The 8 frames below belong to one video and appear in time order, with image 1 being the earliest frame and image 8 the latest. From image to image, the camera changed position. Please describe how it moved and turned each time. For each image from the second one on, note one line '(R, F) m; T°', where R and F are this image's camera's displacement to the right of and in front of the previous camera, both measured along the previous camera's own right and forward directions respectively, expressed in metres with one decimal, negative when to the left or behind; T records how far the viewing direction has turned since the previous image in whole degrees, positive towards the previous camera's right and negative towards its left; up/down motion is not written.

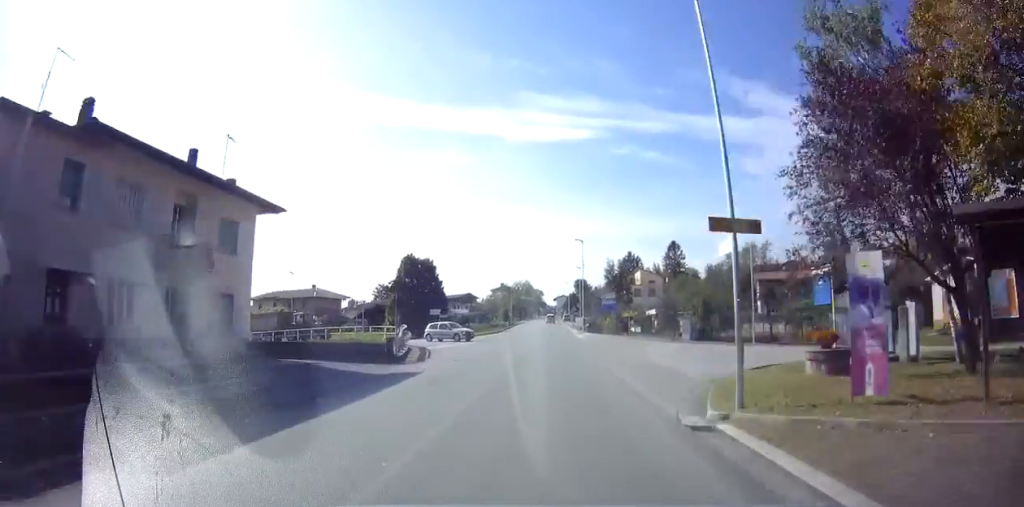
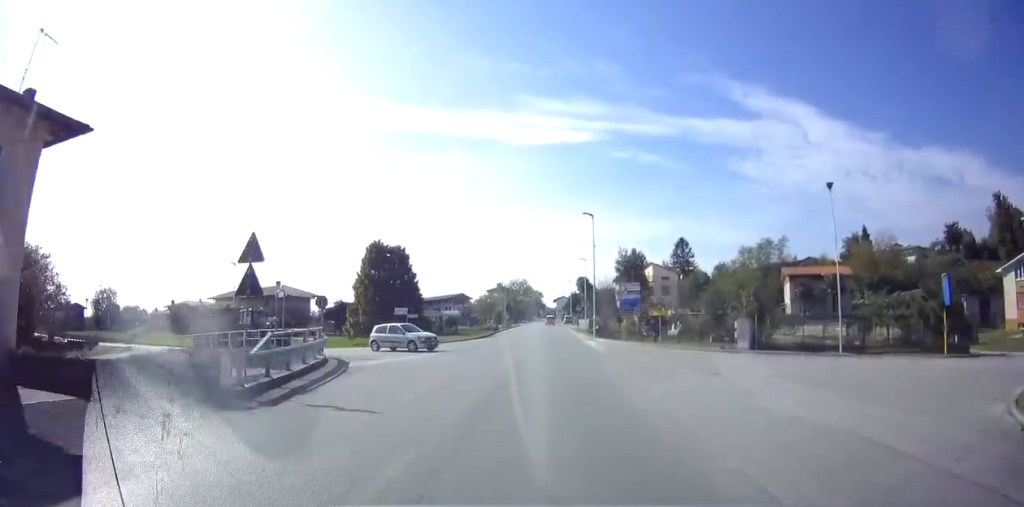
(0.0, +12.2) m; 0°
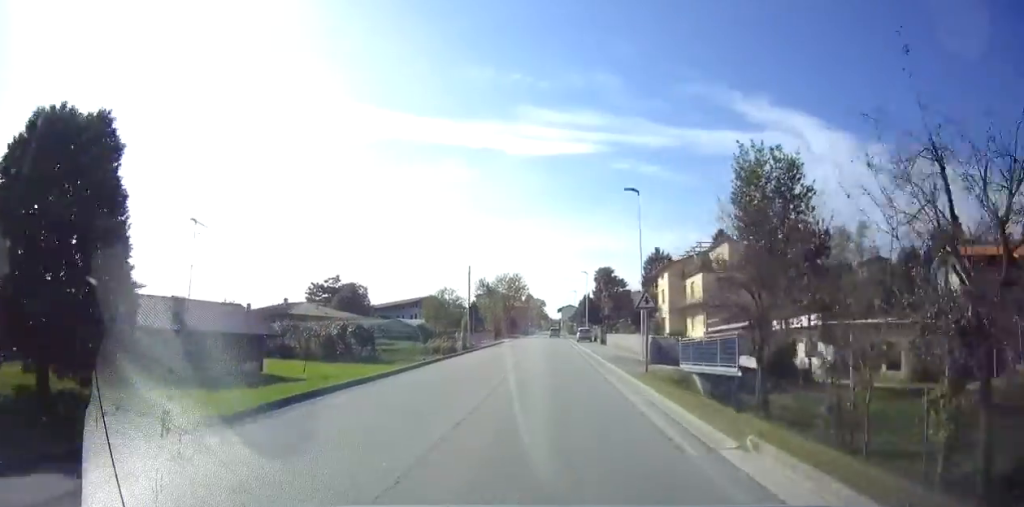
(0.0, +38.8) m; 0°
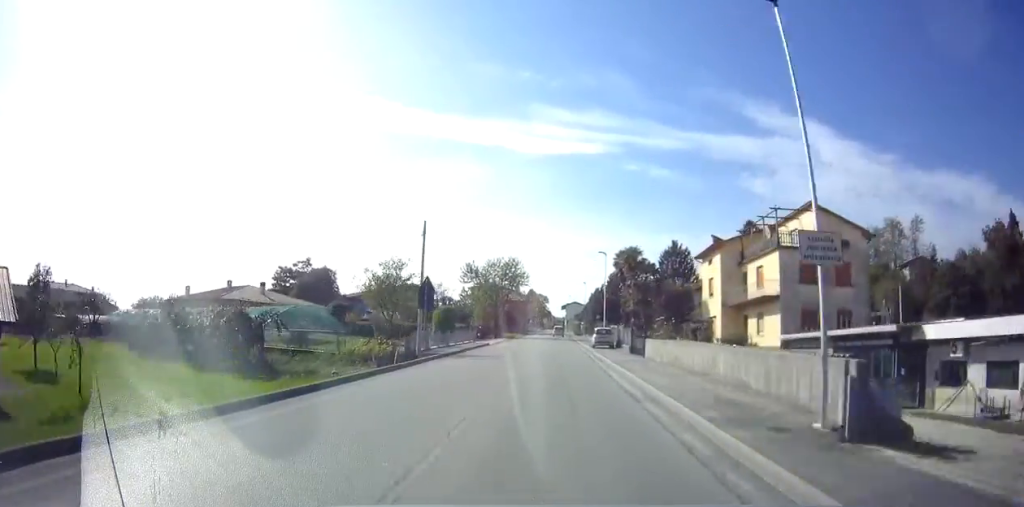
(-0.2, +17.1) m; -1°
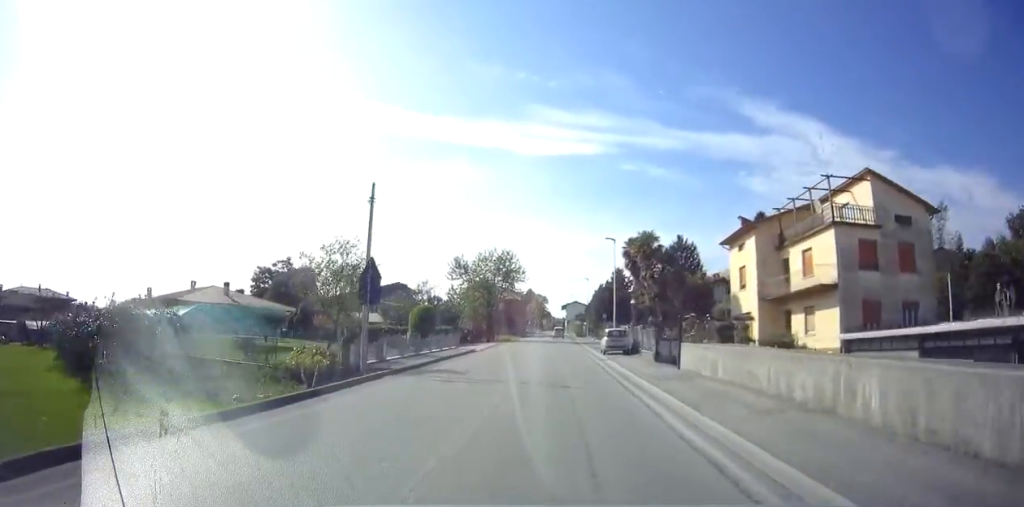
(-0.2, +7.7) m; 0°
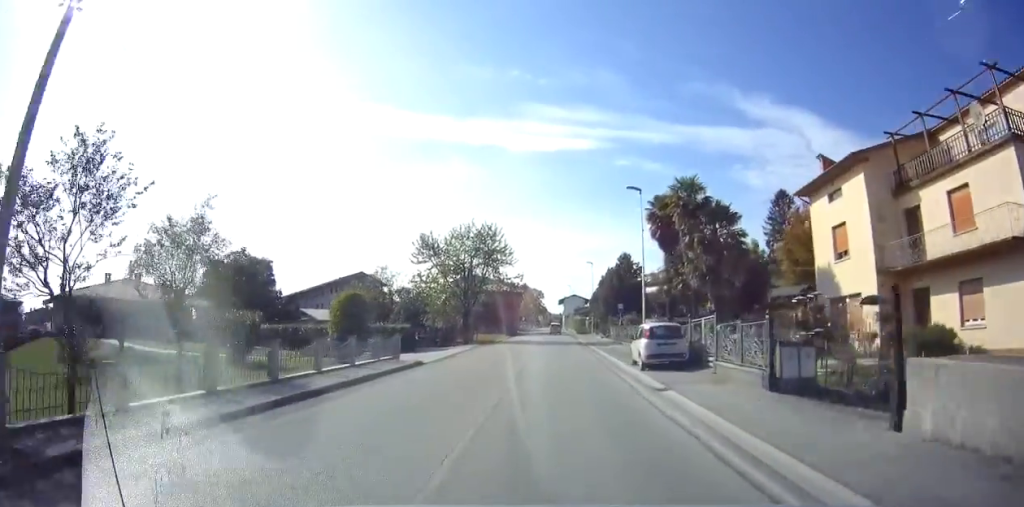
(+0.2, +13.8) m; 0°
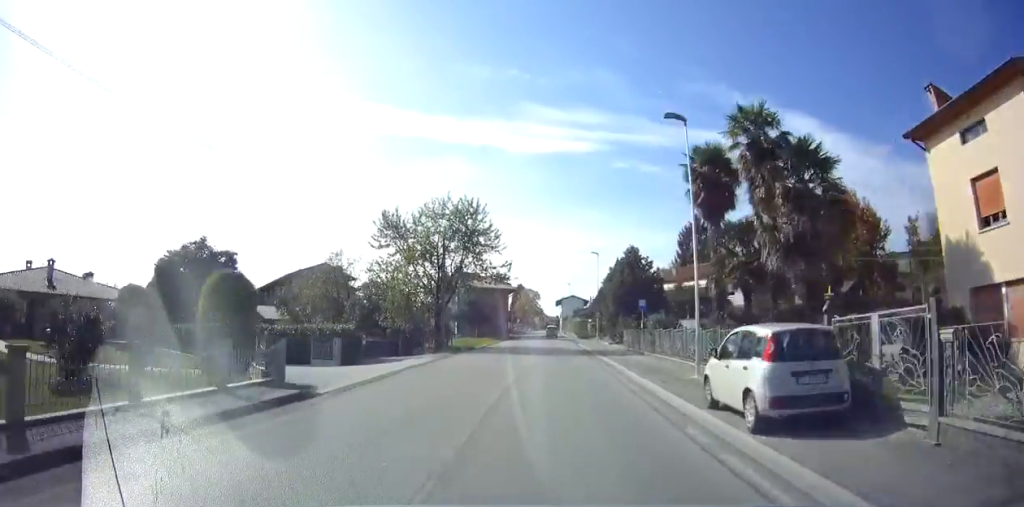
(+0.1, +10.5) m; 0°
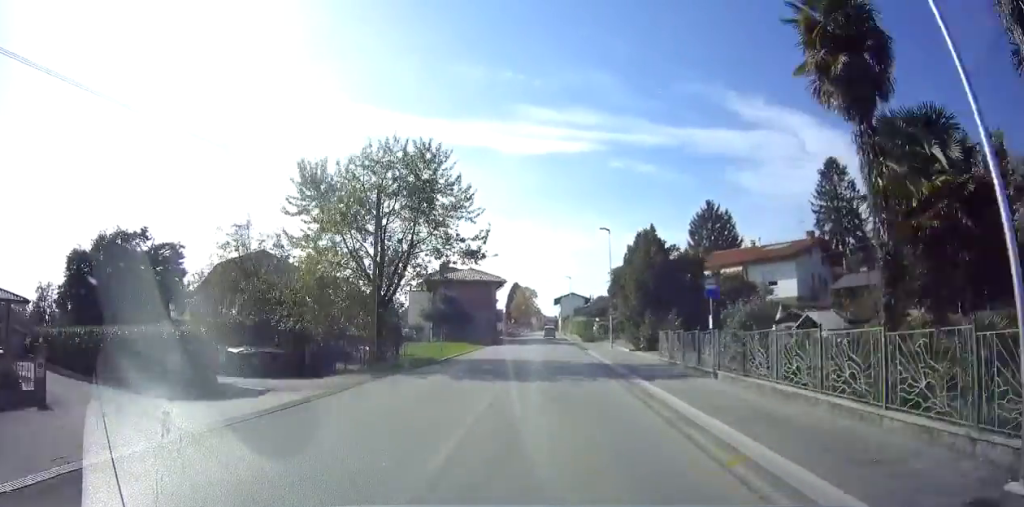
(-0.3, +12.1) m; 0°
